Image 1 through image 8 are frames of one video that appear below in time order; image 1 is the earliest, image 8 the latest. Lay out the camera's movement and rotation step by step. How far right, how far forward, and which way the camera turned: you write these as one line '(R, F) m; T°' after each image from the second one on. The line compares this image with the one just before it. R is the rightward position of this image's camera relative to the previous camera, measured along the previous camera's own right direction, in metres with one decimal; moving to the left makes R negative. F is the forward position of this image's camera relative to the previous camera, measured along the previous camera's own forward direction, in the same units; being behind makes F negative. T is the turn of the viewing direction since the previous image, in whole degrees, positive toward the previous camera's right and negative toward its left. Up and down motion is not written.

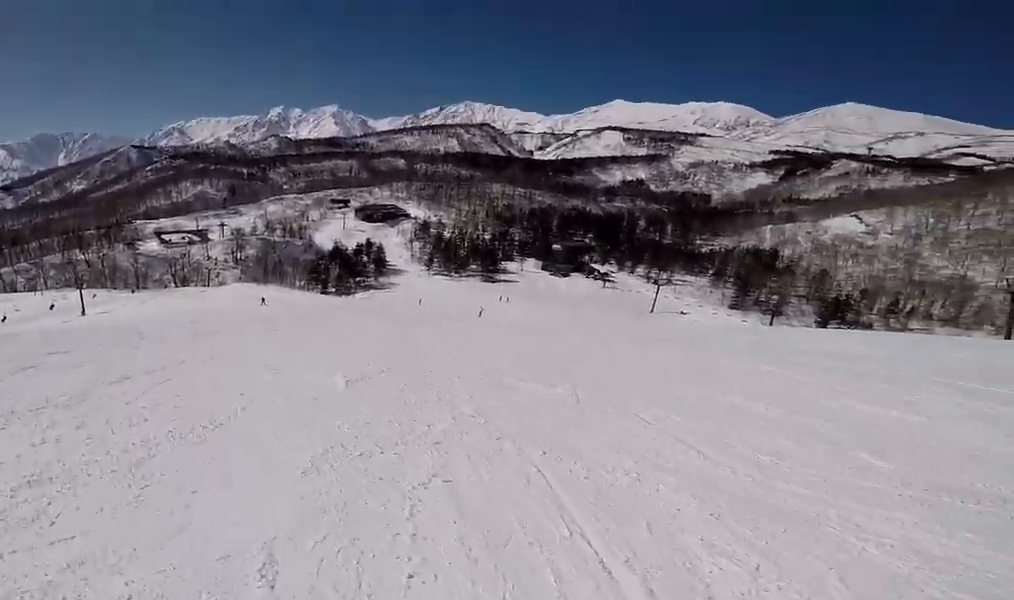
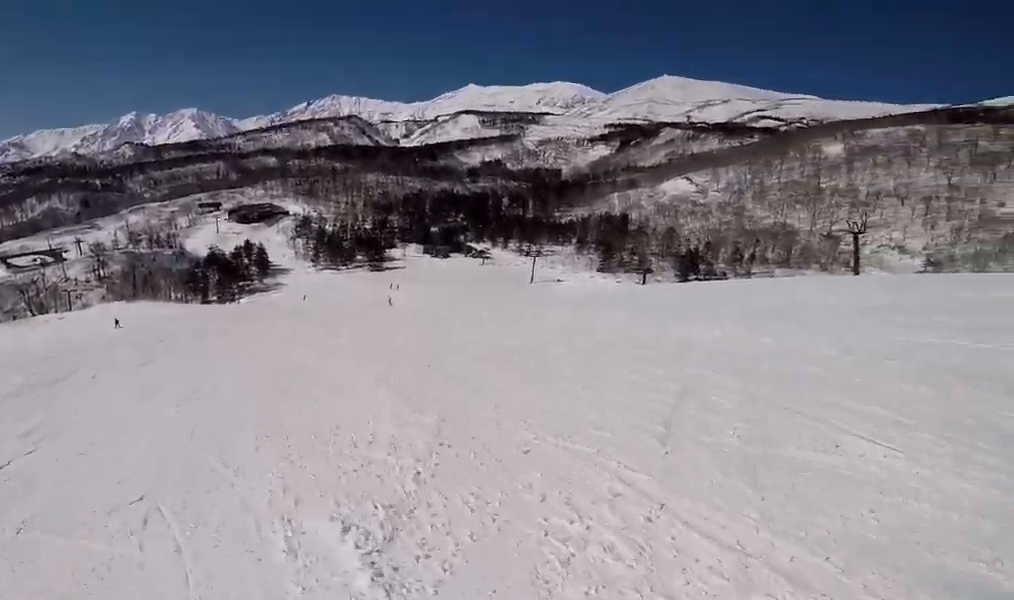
(+1.1, +4.4) m; +19°
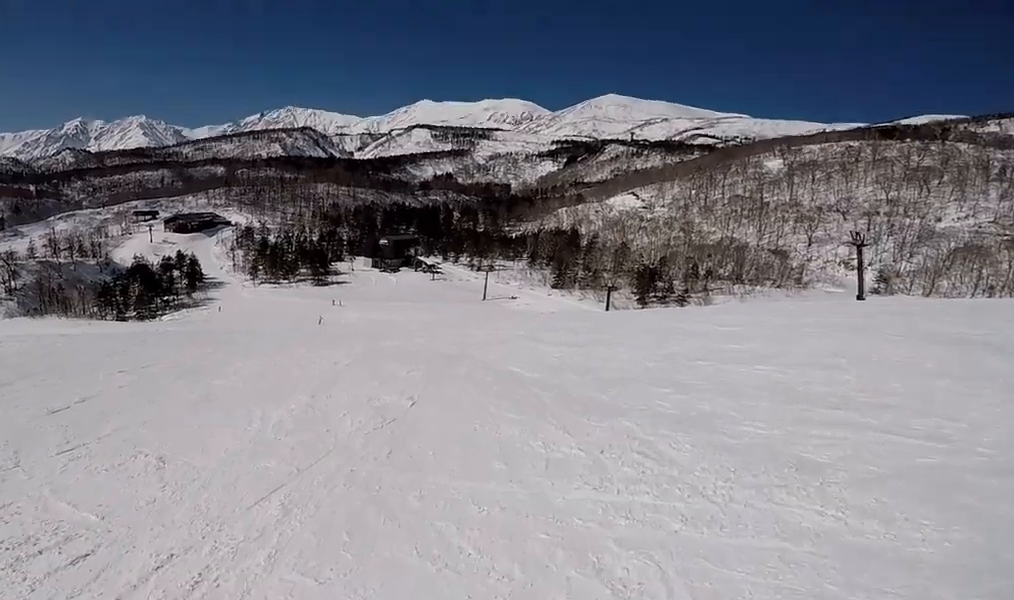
(+3.6, +12.8) m; +11°
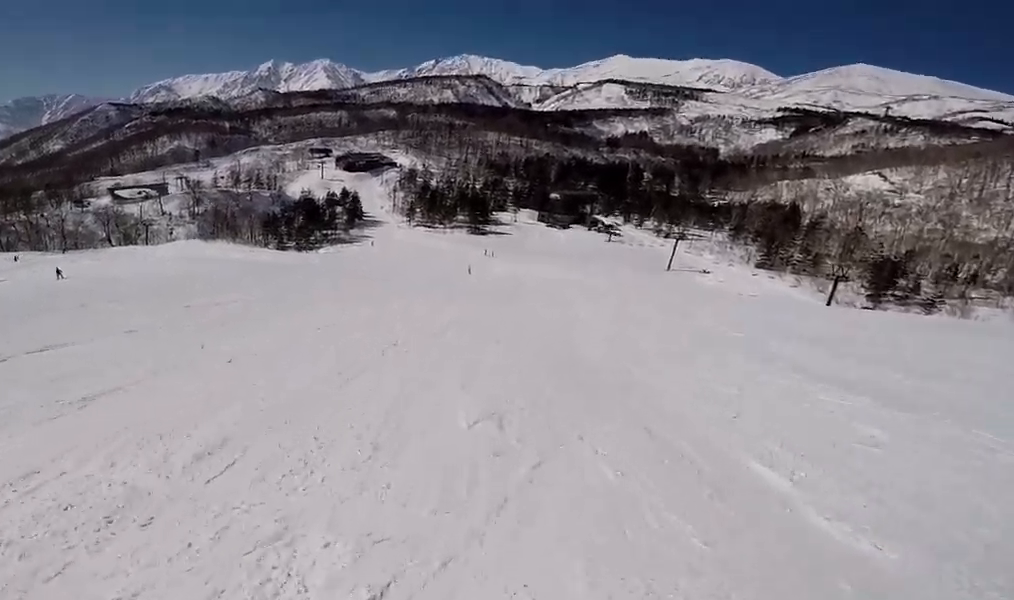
(-1.1, +5.8) m; -20°
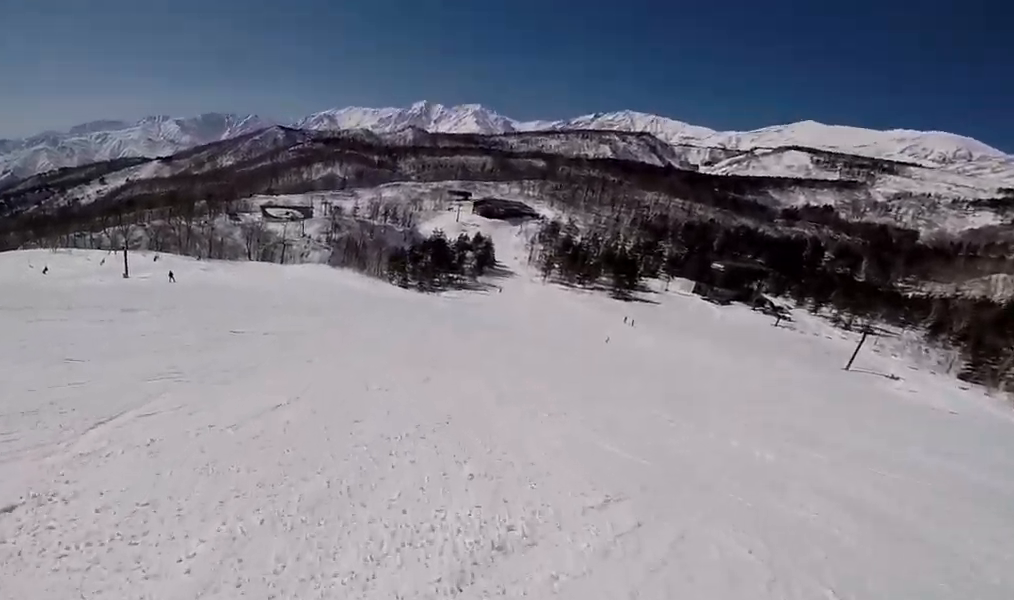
(-1.0, +5.6) m; -19°
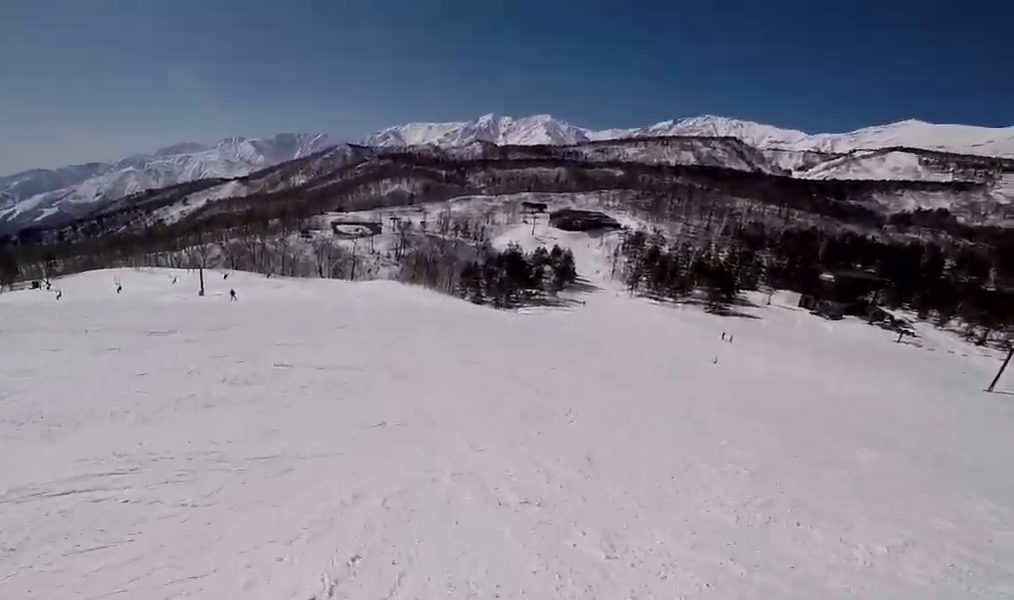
(-0.5, +4.0) m; -4°
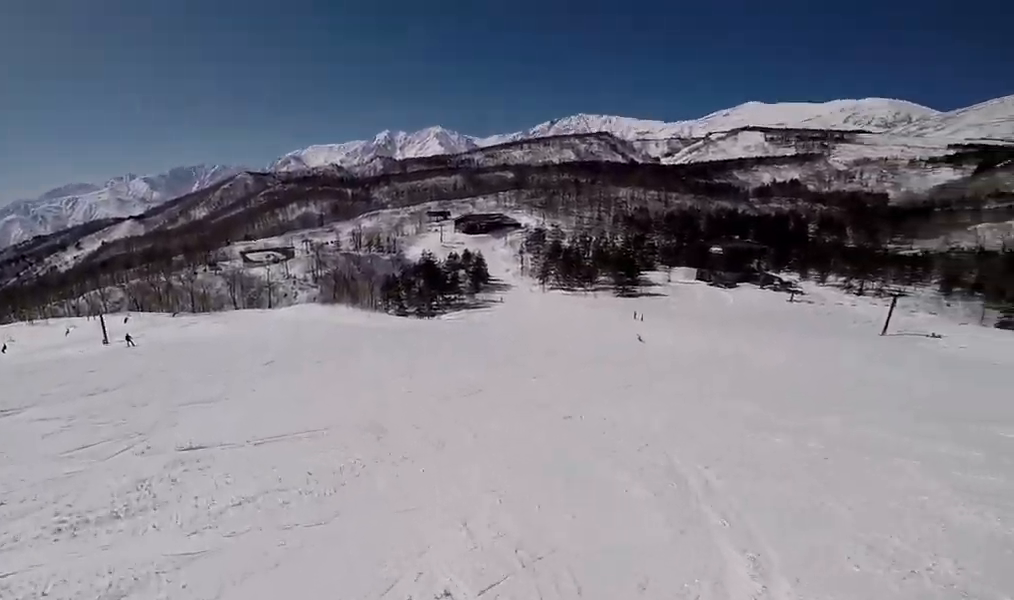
(-1.1, +3.7) m; +5°
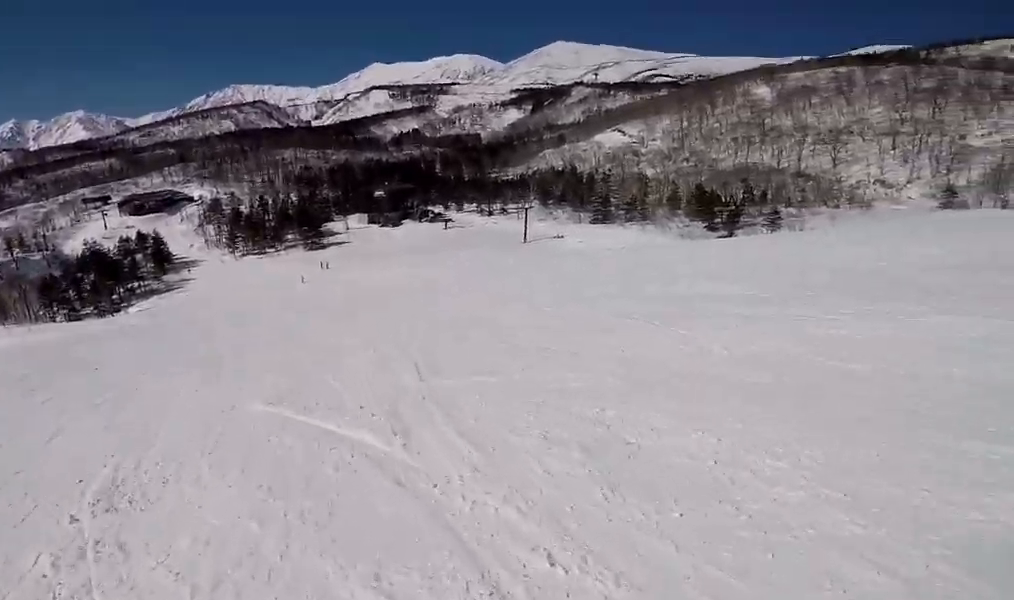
(+3.4, +9.2) m; +28°
